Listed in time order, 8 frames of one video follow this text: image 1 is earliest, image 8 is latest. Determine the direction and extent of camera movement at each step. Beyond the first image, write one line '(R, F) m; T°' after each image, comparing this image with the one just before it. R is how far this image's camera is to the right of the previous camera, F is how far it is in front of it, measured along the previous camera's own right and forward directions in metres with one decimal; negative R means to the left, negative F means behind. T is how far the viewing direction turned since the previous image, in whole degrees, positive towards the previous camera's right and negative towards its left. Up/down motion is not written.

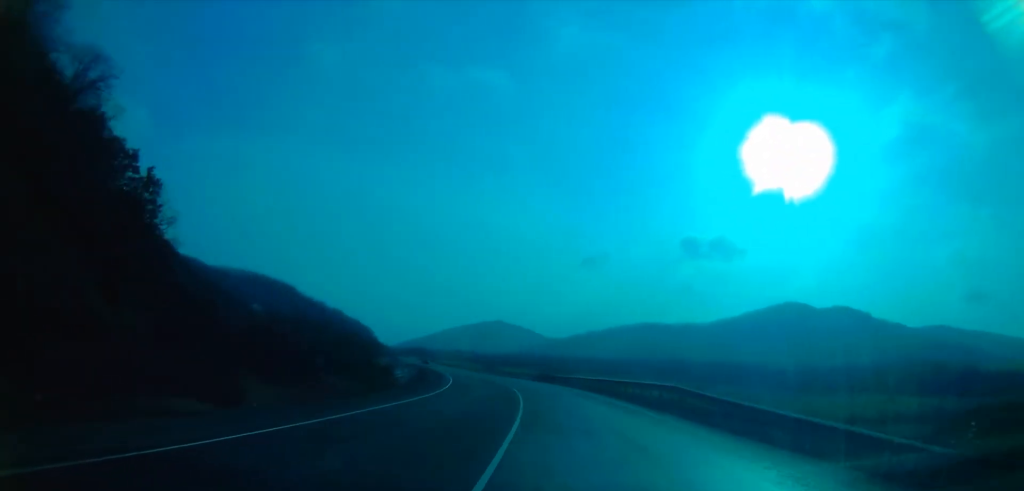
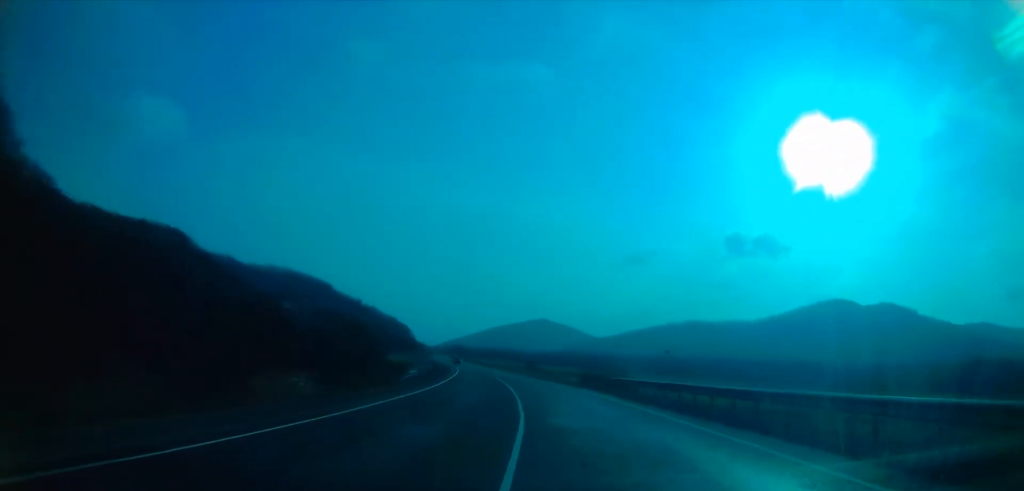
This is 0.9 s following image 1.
(-0.1, +29.5) m; -4°
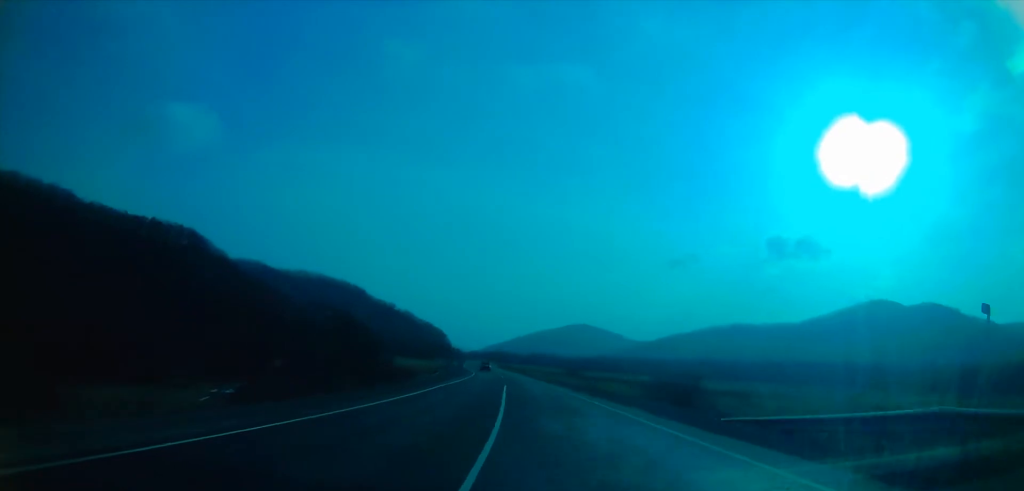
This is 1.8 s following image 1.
(-1.8, +28.6) m; -5°
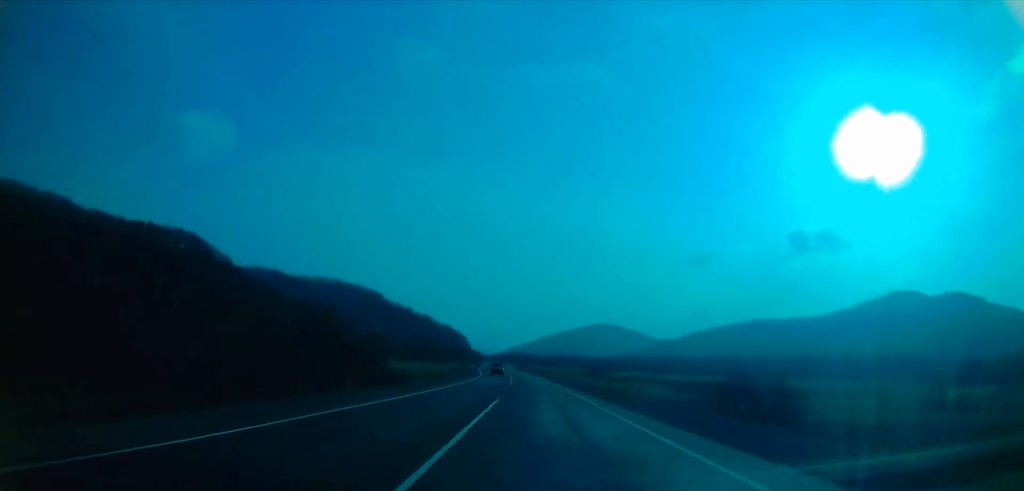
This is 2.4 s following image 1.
(-0.4, +22.1) m; -2°
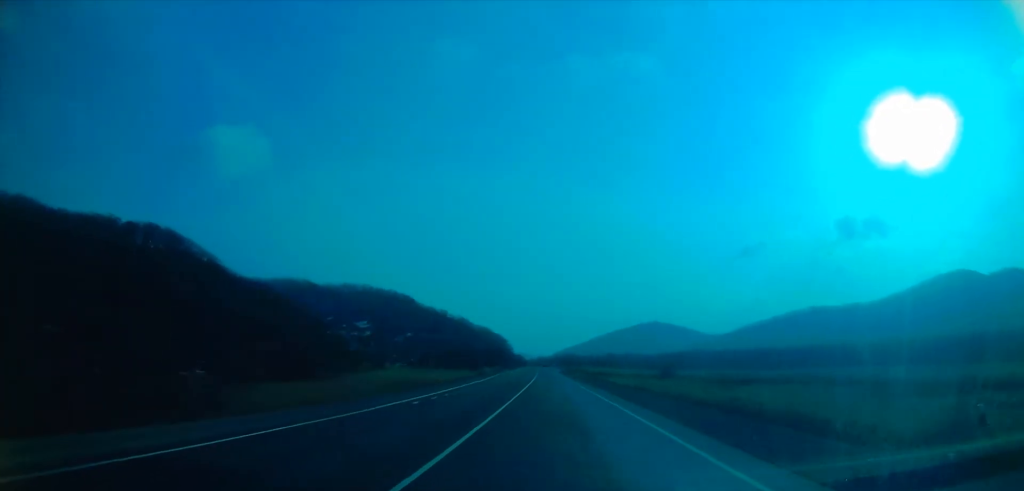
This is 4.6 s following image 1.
(-5.3, +71.1) m; -7°
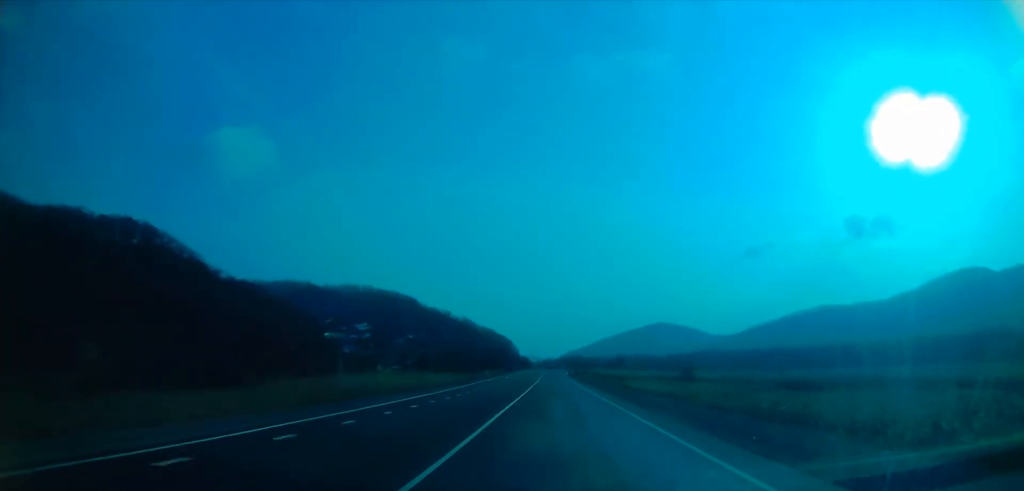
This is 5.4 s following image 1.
(-0.2, +28.1) m; -1°
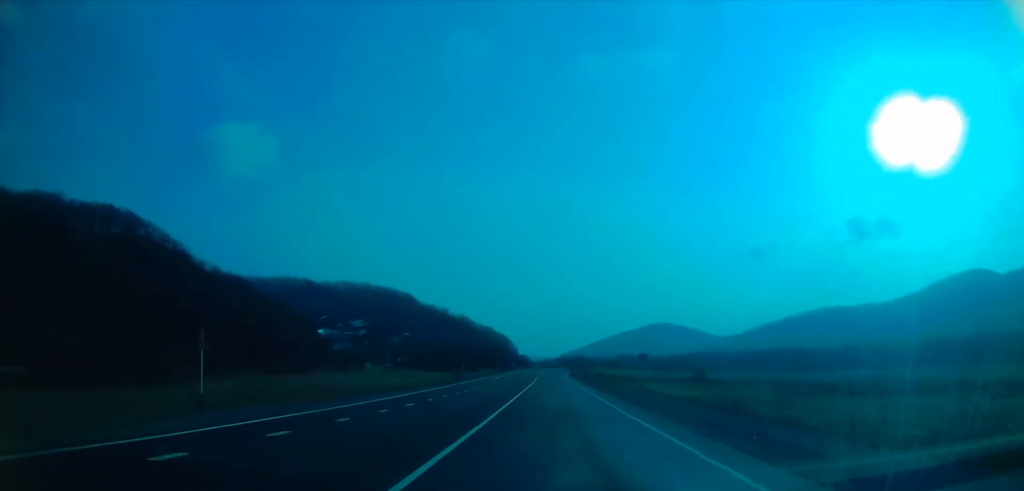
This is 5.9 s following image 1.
(0.0, +15.8) m; 0°
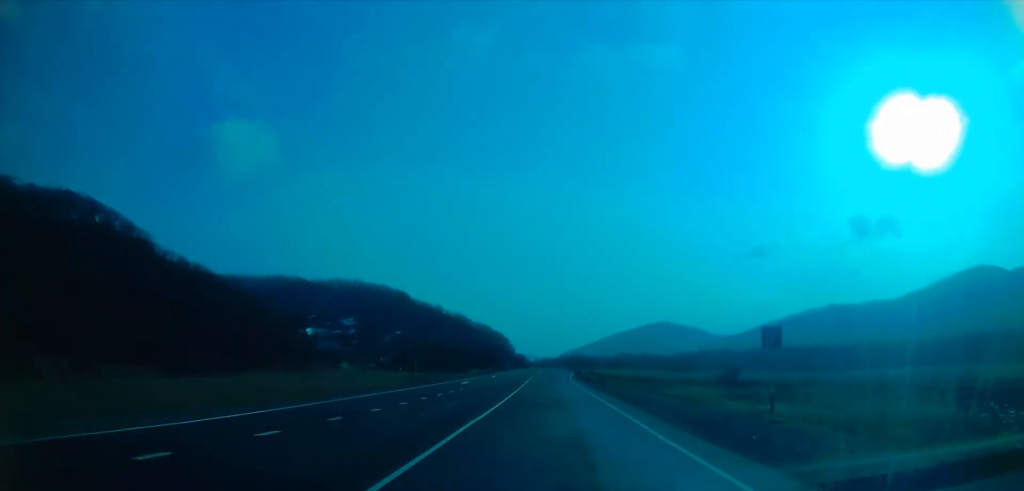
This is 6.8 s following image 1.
(-0.4, +31.8) m; 0°
